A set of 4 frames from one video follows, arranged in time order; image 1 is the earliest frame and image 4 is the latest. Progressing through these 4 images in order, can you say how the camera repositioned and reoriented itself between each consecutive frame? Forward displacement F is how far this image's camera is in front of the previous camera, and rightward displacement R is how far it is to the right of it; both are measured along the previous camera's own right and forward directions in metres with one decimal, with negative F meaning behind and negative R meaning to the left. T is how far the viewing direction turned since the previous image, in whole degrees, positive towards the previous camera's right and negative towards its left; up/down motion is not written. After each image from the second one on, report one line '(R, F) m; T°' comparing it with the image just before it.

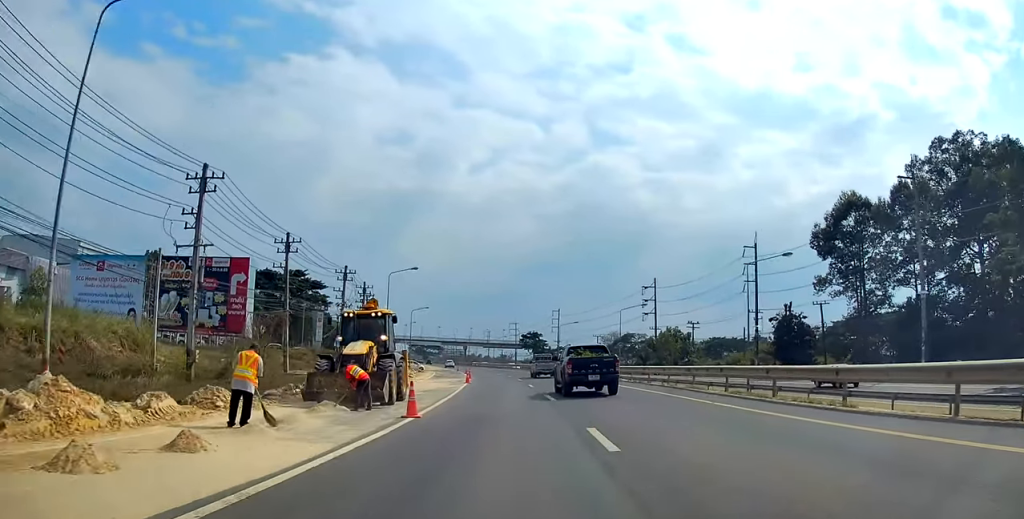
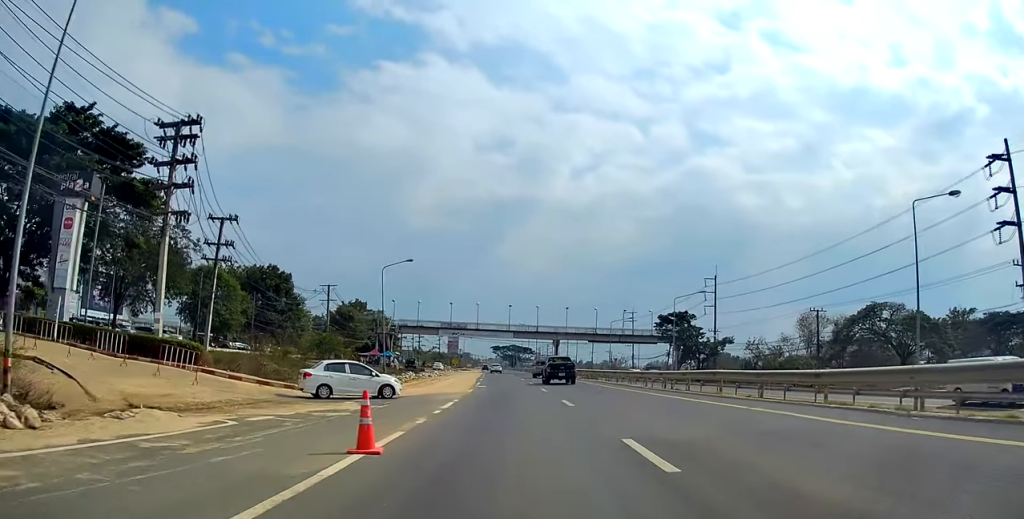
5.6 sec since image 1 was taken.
(-5.3, +84.6) m; -7°
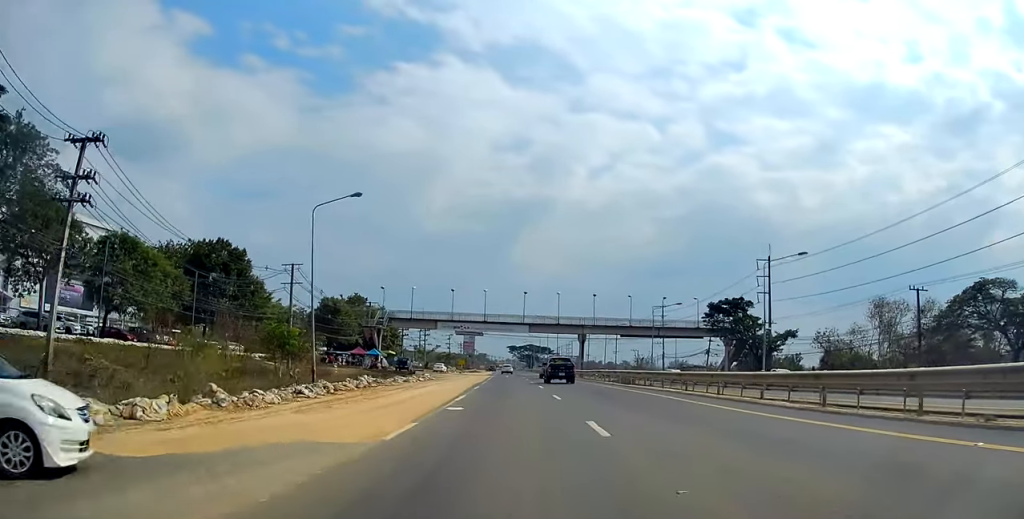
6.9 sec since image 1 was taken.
(-0.3, +19.8) m; -4°
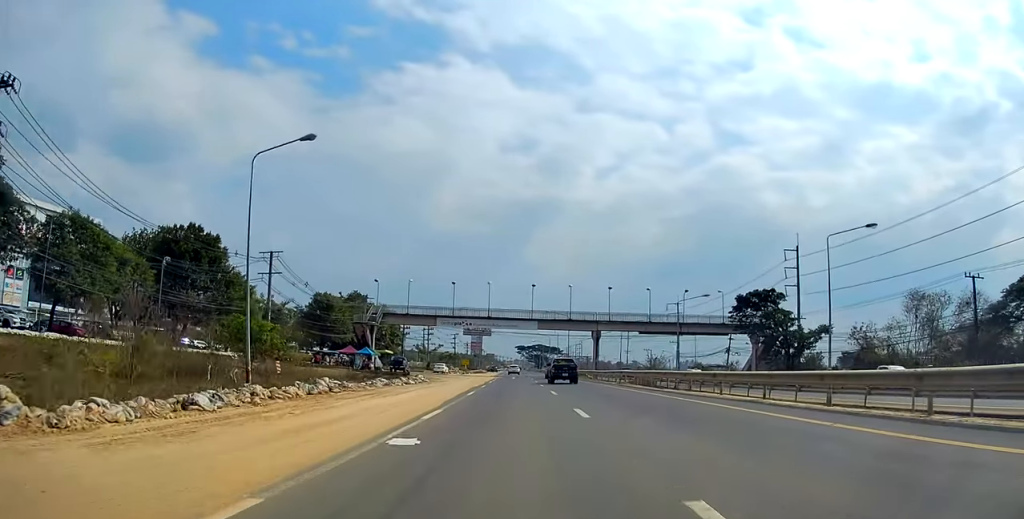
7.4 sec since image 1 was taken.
(-0.4, +7.8) m; -2°
